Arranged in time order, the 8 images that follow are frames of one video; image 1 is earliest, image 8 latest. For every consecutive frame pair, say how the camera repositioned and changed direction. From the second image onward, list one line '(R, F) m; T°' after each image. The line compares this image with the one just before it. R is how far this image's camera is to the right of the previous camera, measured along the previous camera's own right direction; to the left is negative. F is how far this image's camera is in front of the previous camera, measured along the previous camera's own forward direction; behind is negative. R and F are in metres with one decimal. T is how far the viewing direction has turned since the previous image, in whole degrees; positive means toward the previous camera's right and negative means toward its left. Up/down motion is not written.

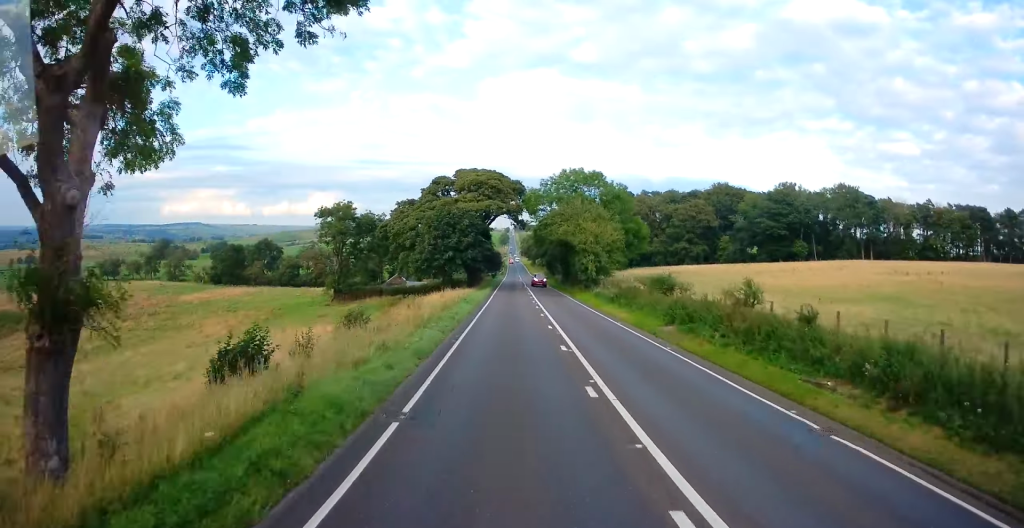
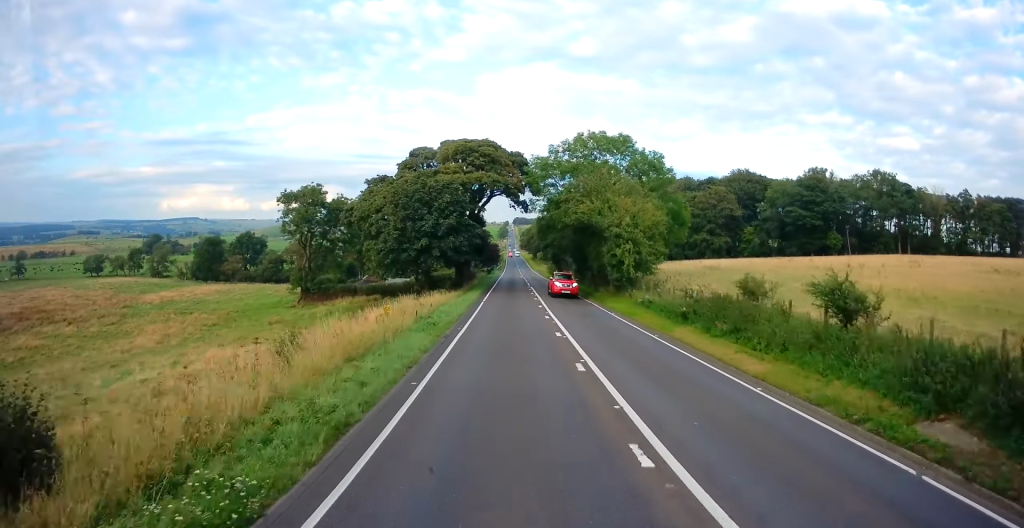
(+0.1, +16.1) m; 0°
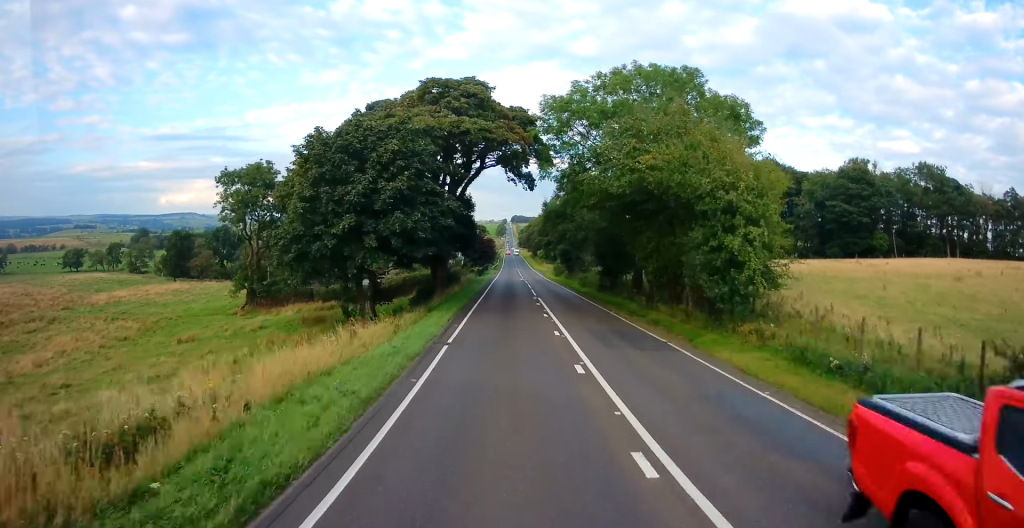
(-0.1, +18.3) m; -1°
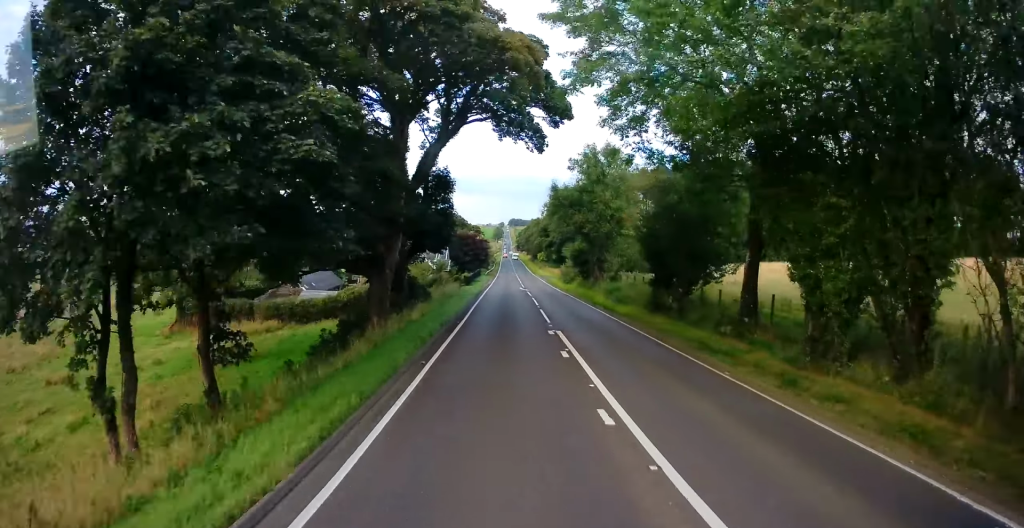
(-0.2, +15.9) m; -1°
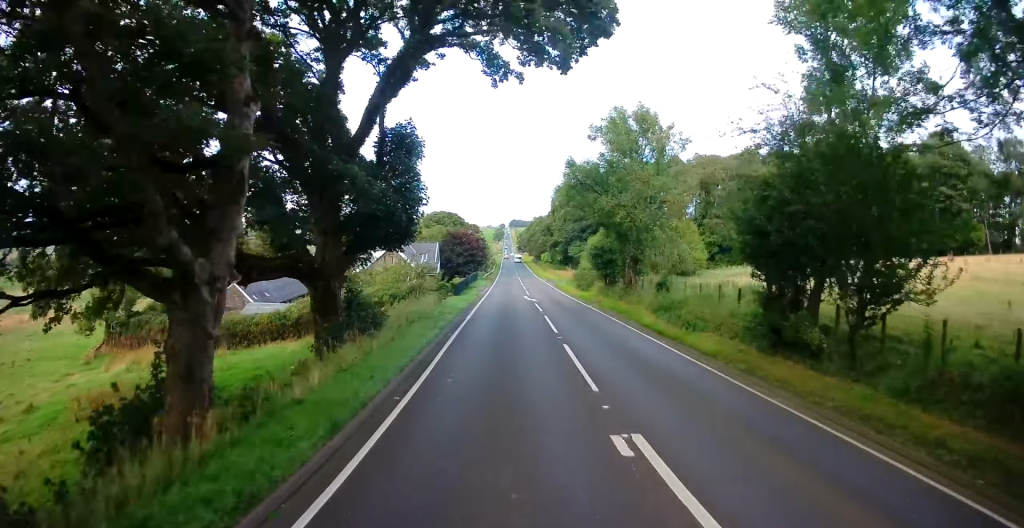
(-0.3, +12.1) m; 0°
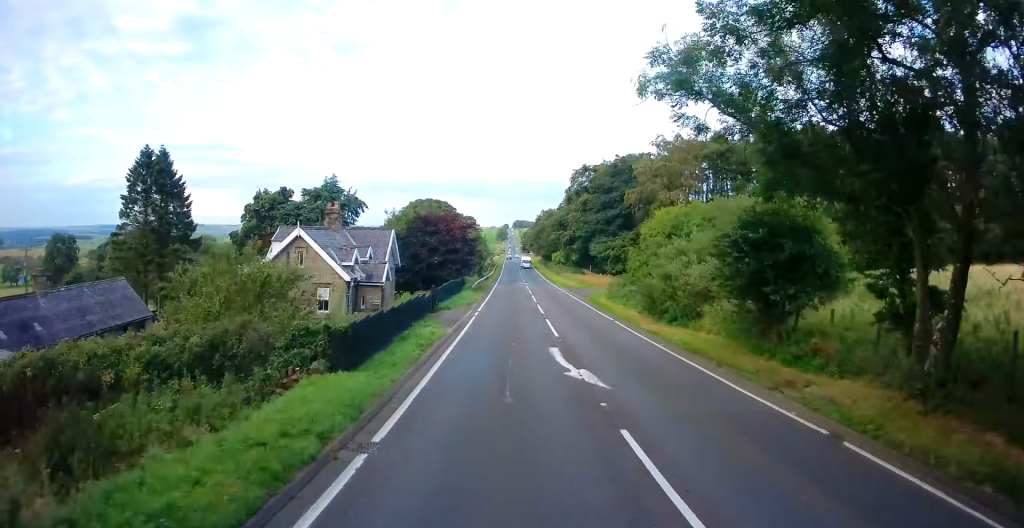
(+0.5, +26.3) m; +1°
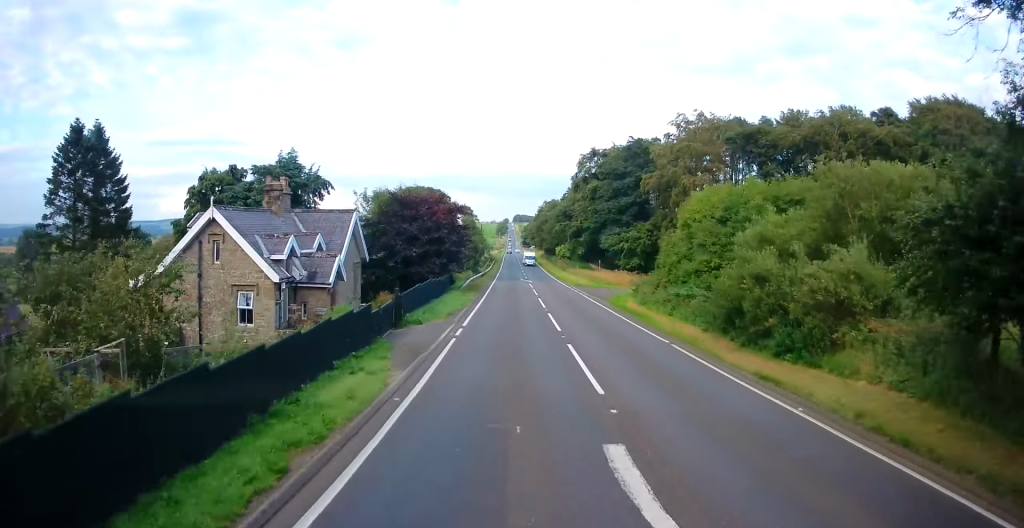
(0.0, +9.8) m; 0°
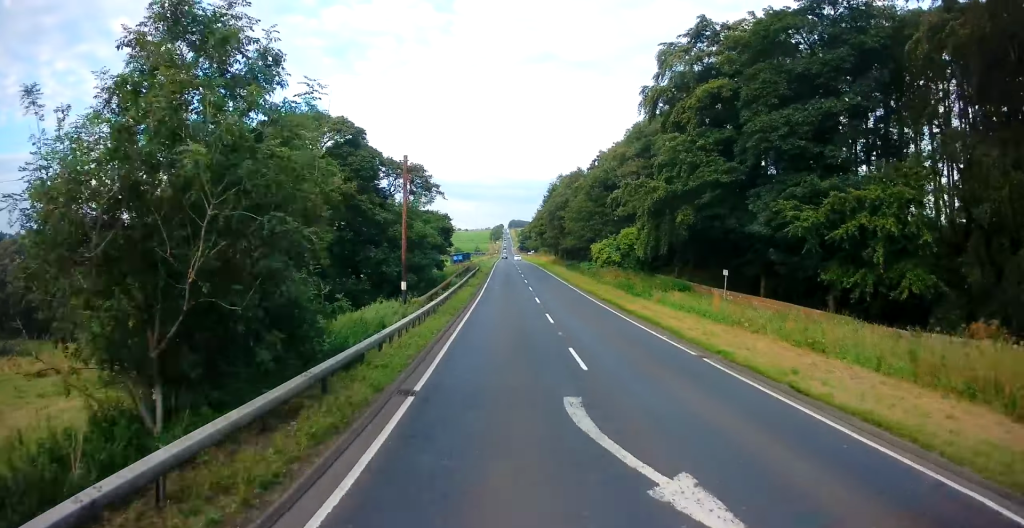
(-0.2, +51.9) m; -1°
